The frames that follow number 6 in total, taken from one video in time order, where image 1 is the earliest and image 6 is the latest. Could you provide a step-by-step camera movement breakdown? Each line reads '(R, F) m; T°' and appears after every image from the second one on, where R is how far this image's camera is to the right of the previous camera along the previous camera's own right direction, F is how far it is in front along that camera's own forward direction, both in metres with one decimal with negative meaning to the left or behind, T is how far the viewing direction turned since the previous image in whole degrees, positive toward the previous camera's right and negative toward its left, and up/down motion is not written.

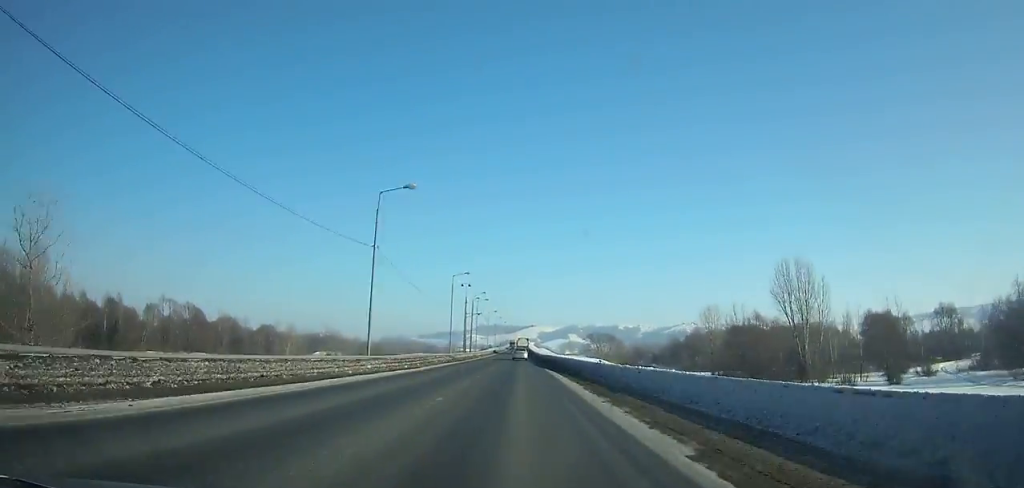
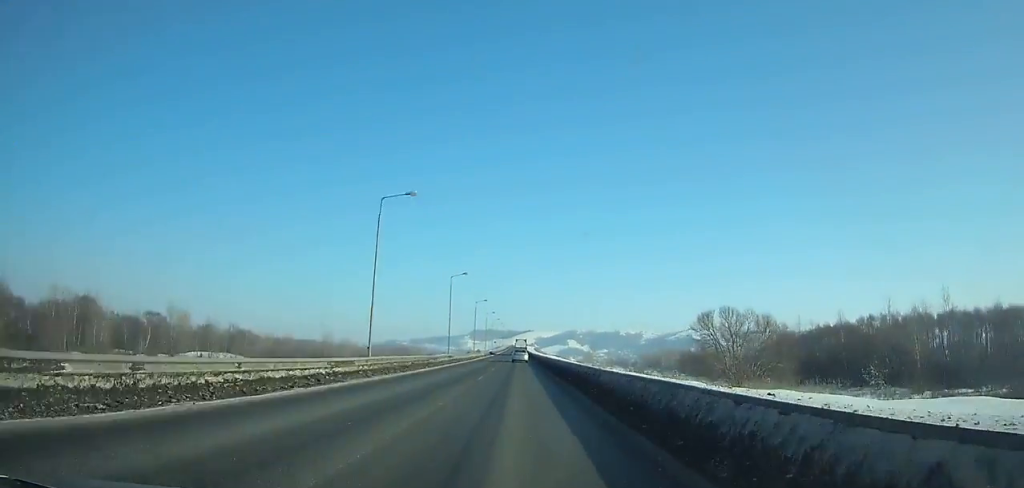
(+0.1, +118.4) m; 0°
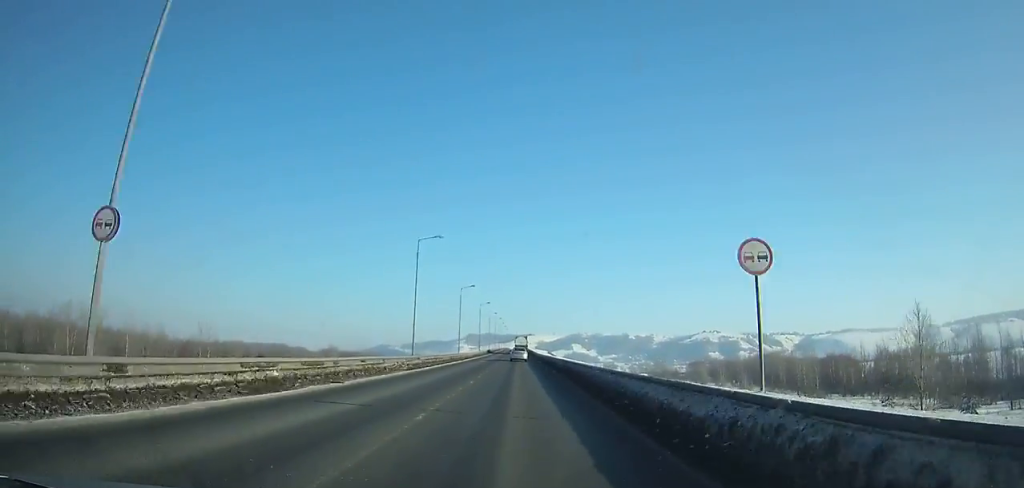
(+0.7, +182.3) m; 0°
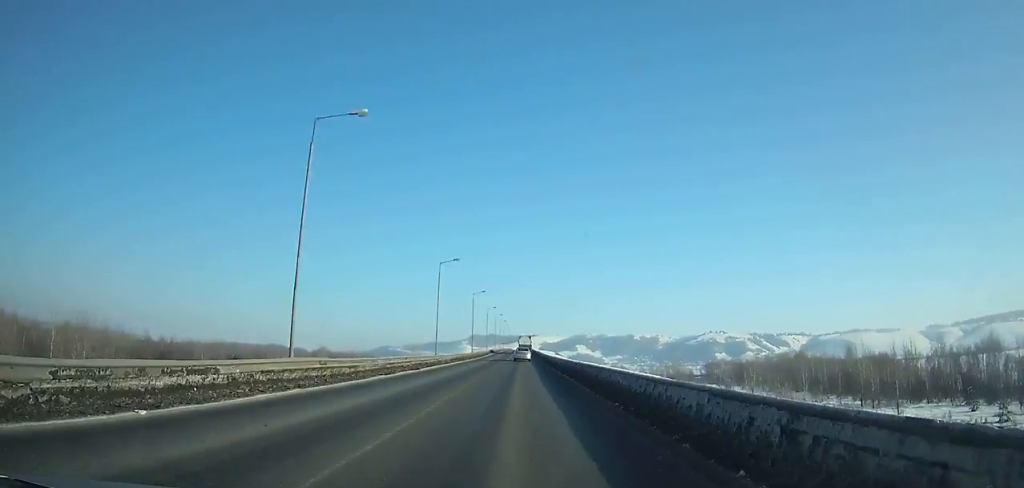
(-0.1, +26.8) m; 0°
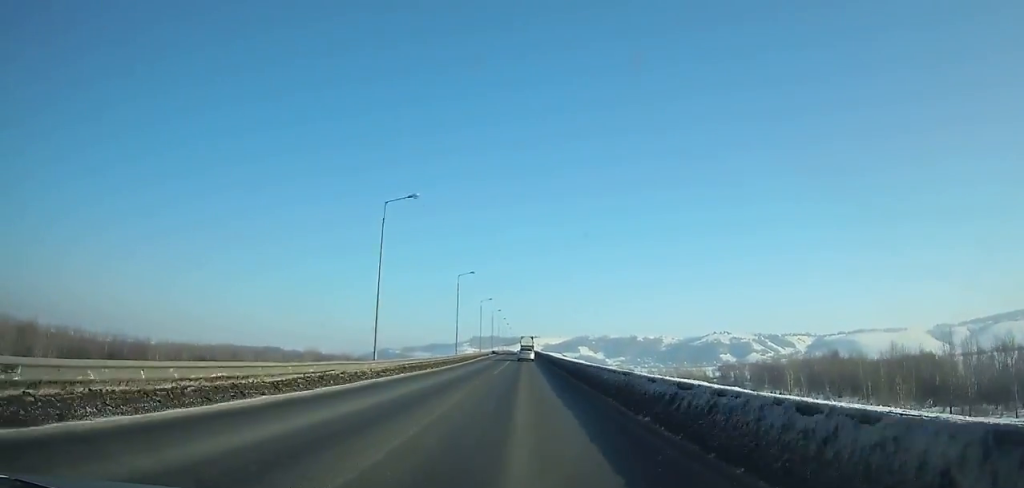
(-0.1, +26.9) m; 0°
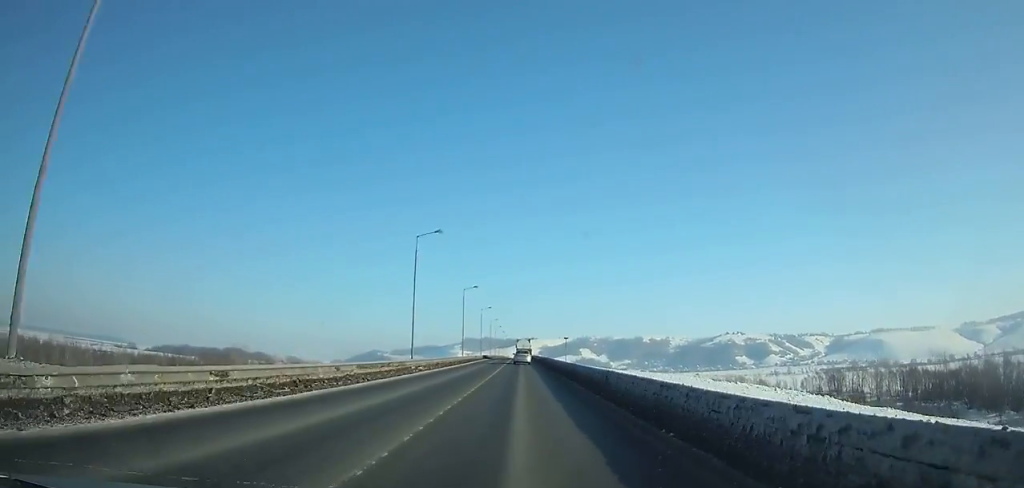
(0.0, +145.2) m; 0°
